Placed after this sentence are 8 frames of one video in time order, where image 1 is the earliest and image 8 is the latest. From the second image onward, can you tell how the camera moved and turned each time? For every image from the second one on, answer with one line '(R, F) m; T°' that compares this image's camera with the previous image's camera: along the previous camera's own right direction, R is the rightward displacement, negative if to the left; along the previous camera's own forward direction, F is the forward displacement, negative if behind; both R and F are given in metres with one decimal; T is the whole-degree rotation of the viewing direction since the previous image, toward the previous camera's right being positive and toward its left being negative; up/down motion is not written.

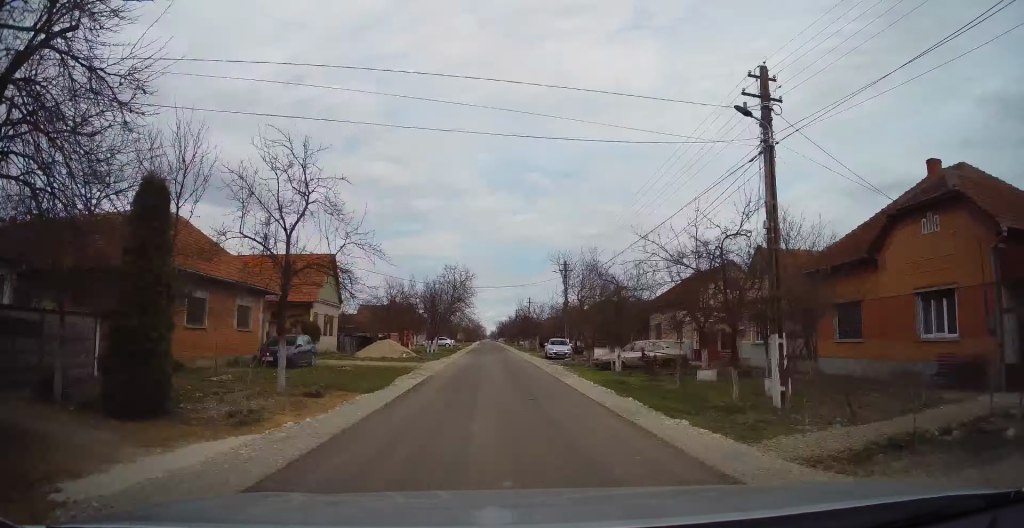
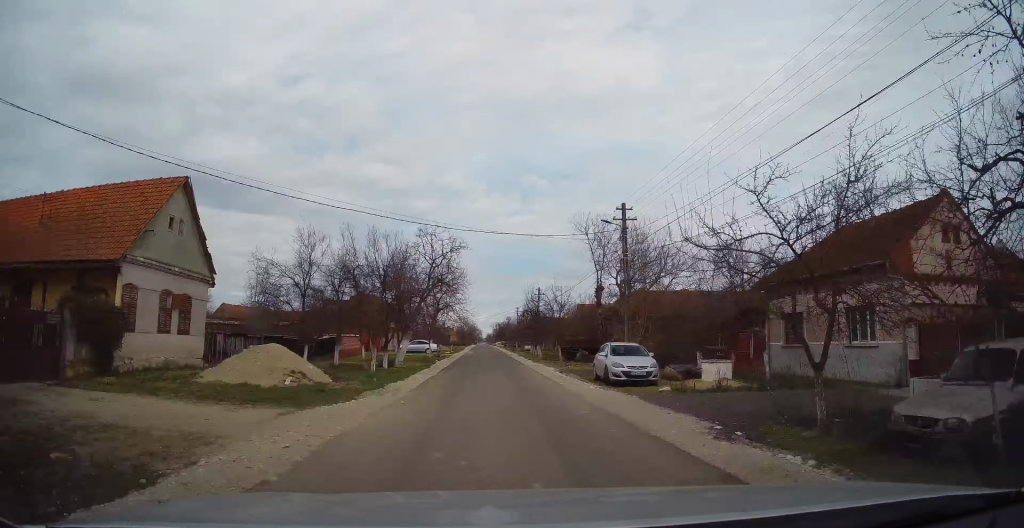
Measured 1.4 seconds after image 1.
(-0.1, +20.0) m; -1°
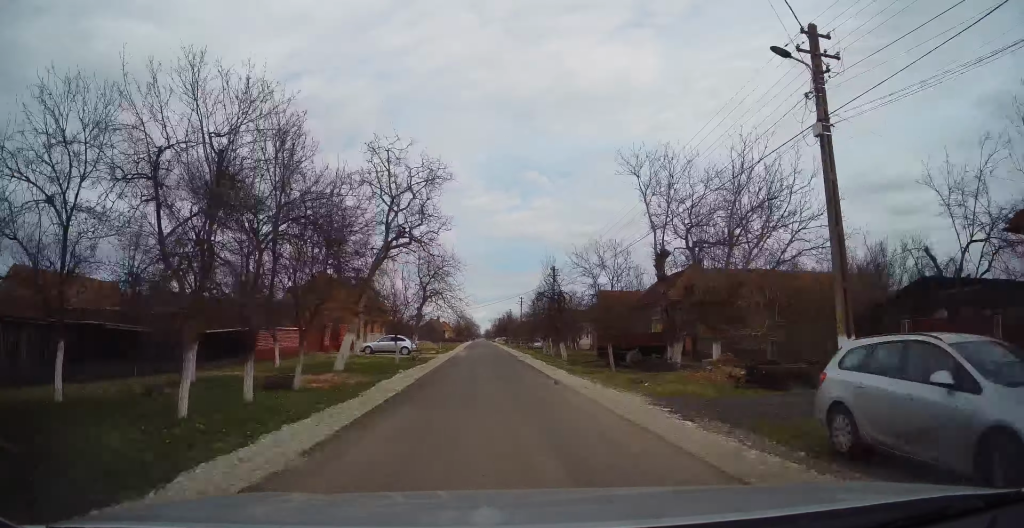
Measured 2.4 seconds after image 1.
(-0.1, +15.2) m; -1°
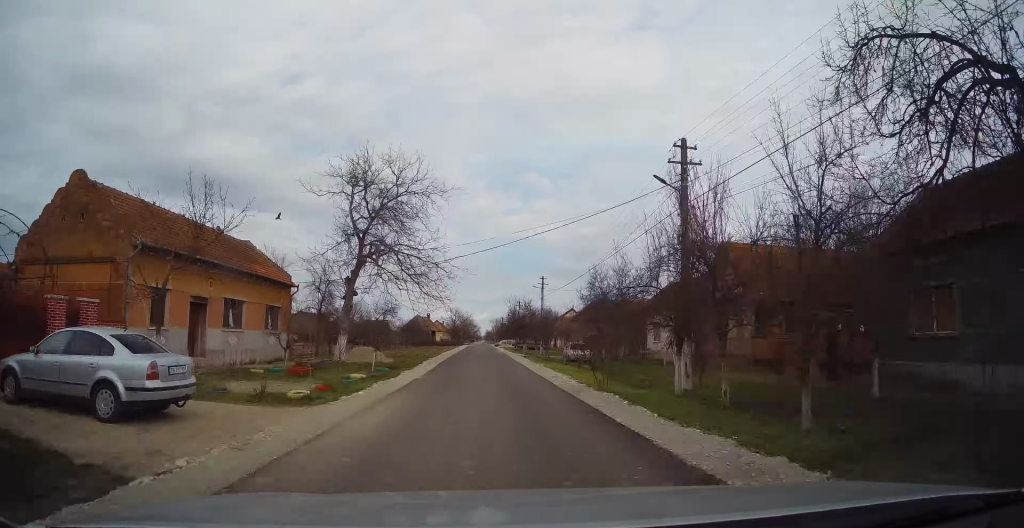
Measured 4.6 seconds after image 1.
(+0.8, +32.2) m; +2°
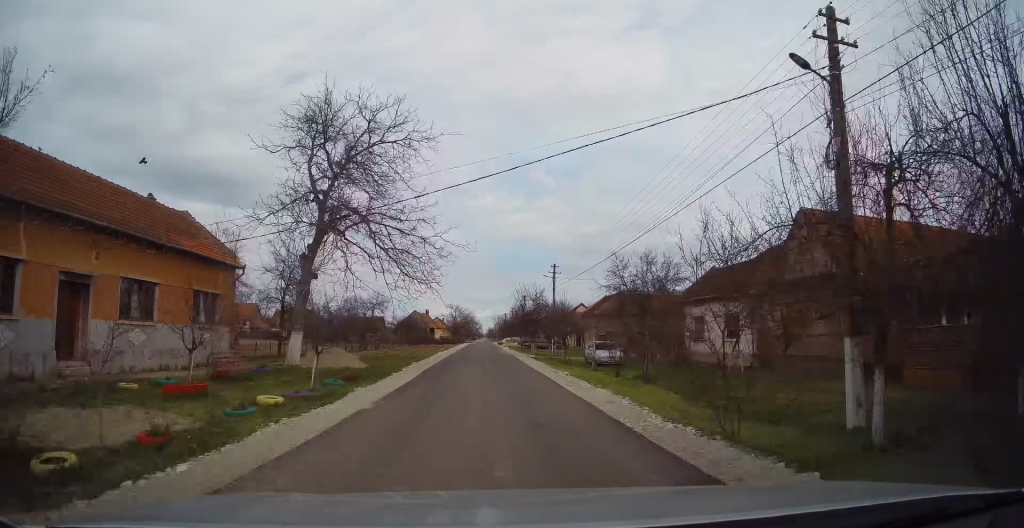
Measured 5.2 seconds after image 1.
(-0.3, +8.0) m; 0°
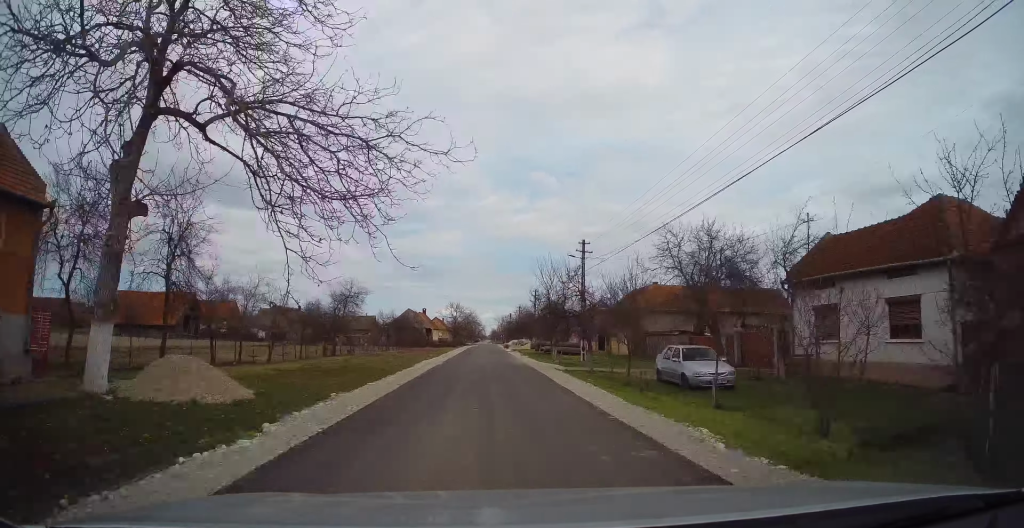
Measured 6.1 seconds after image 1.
(+0.4, +12.8) m; 0°
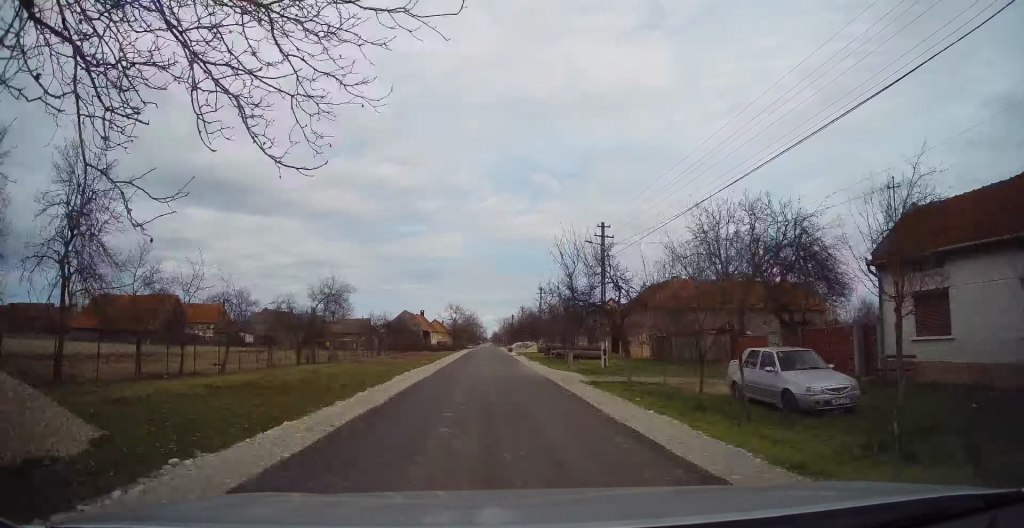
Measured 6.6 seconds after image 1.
(-0.1, +5.9) m; 0°
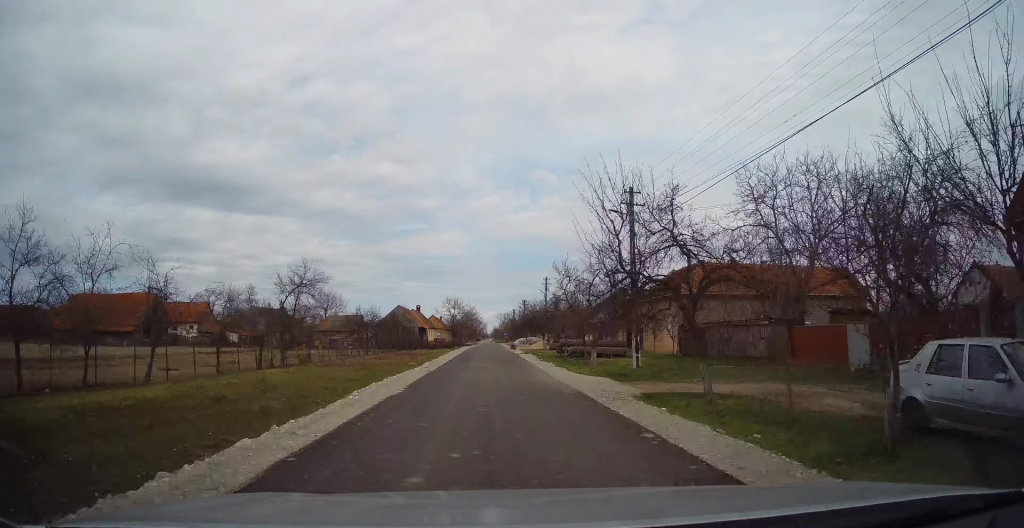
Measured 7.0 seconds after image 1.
(-0.2, +6.3) m; 0°
